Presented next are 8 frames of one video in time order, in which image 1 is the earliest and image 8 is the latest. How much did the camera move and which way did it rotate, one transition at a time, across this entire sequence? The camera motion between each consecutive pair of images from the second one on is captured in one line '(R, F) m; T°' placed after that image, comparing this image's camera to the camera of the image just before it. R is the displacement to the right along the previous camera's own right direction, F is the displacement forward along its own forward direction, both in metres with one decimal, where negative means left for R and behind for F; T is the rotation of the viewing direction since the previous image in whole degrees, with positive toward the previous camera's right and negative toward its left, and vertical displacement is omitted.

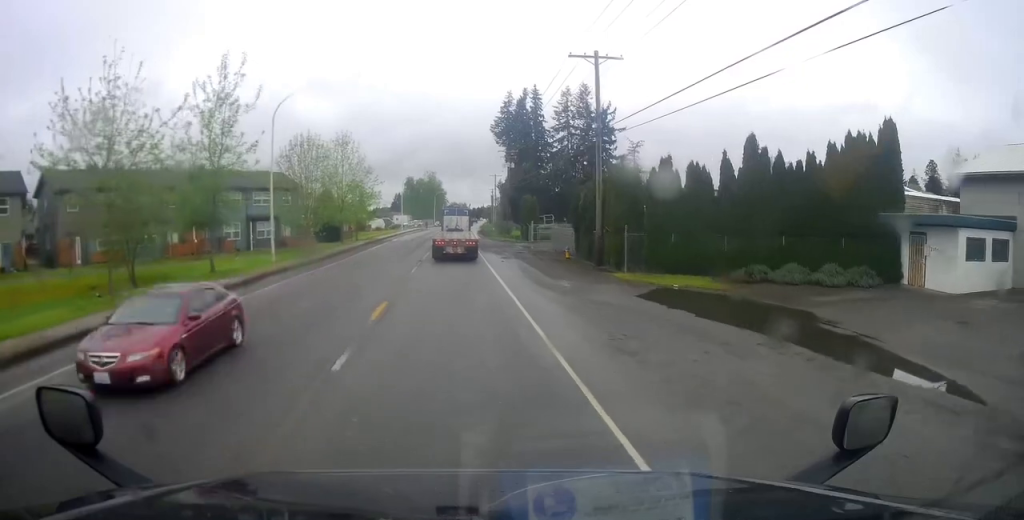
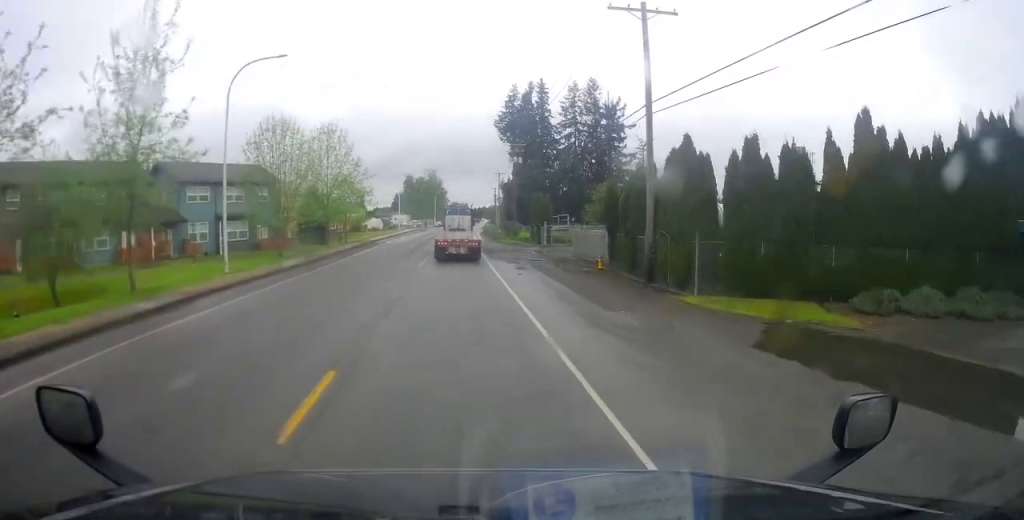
(+0.2, +7.9) m; 0°
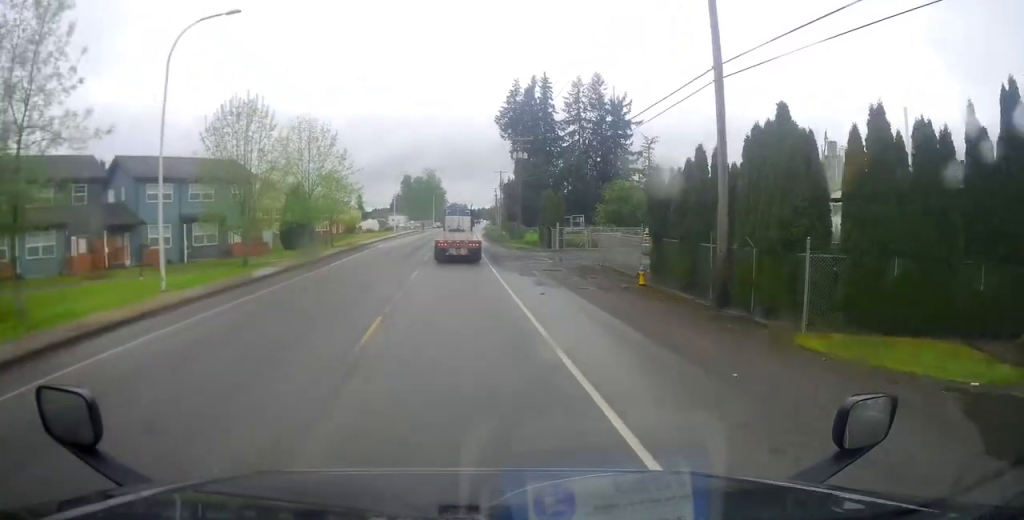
(+0.3, +6.5) m; 0°
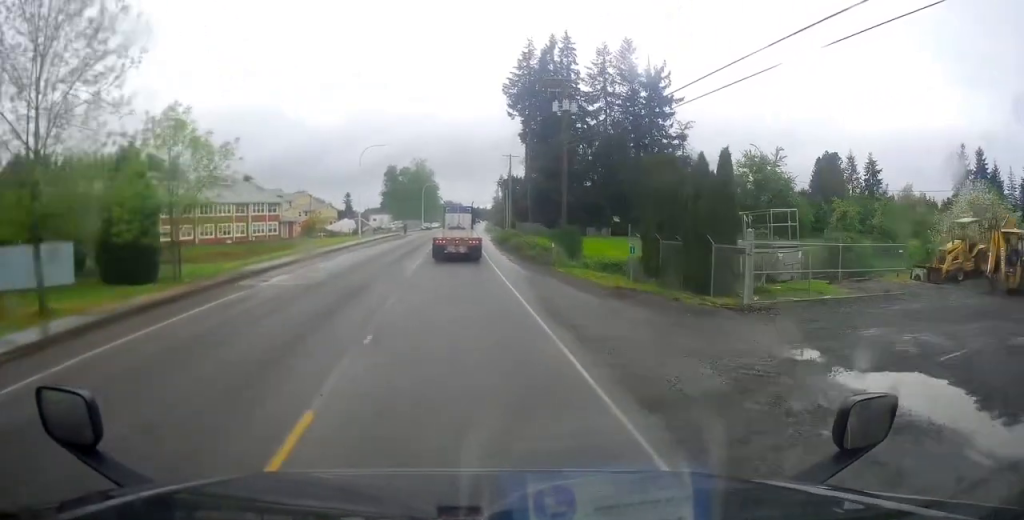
(+0.1, +30.7) m; +1°
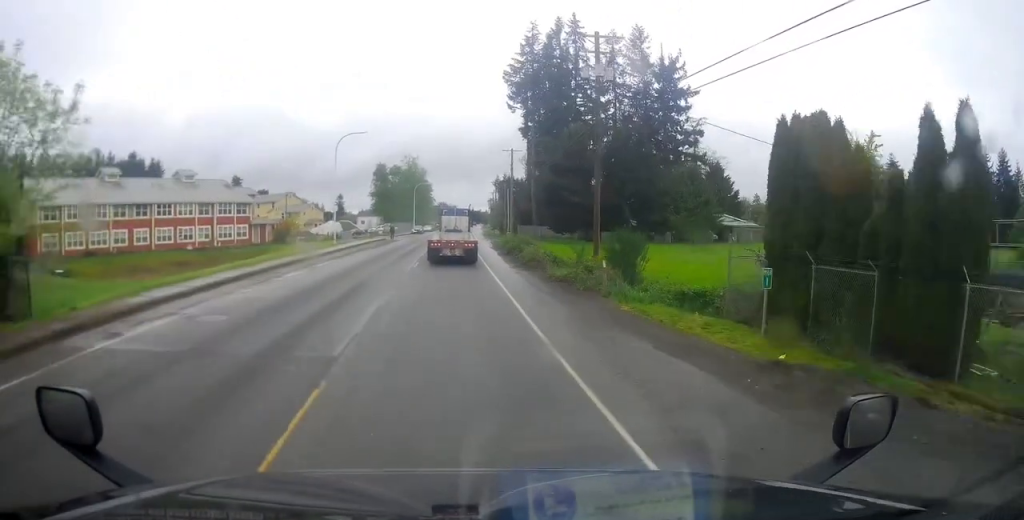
(-0.2, +11.0) m; 0°
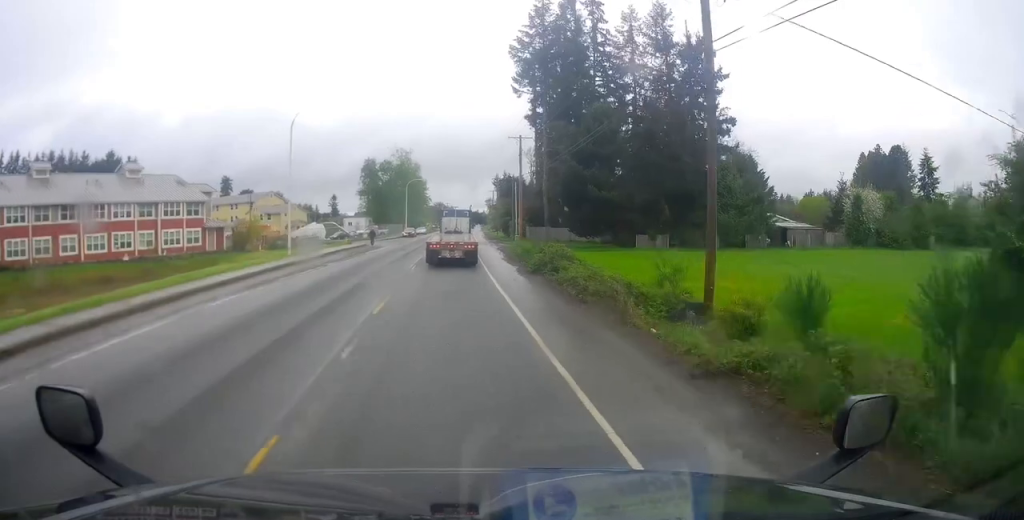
(+0.2, +14.5) m; +1°
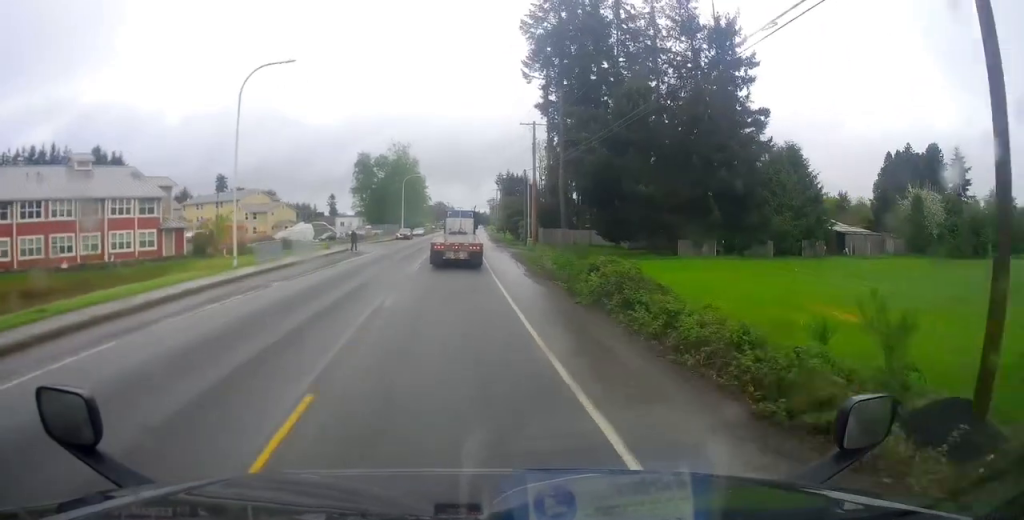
(0.0, +10.6) m; 0°
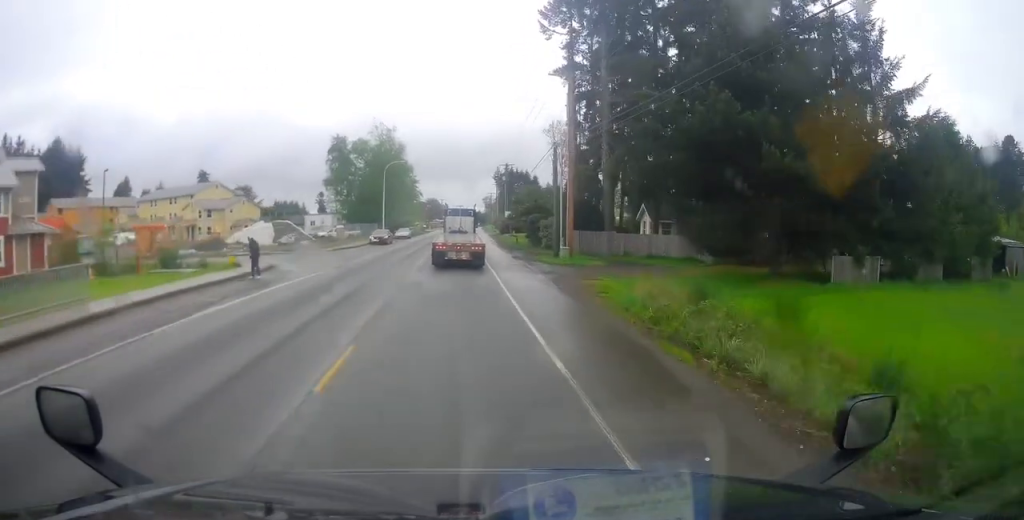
(+0.1, +21.2) m; +1°
